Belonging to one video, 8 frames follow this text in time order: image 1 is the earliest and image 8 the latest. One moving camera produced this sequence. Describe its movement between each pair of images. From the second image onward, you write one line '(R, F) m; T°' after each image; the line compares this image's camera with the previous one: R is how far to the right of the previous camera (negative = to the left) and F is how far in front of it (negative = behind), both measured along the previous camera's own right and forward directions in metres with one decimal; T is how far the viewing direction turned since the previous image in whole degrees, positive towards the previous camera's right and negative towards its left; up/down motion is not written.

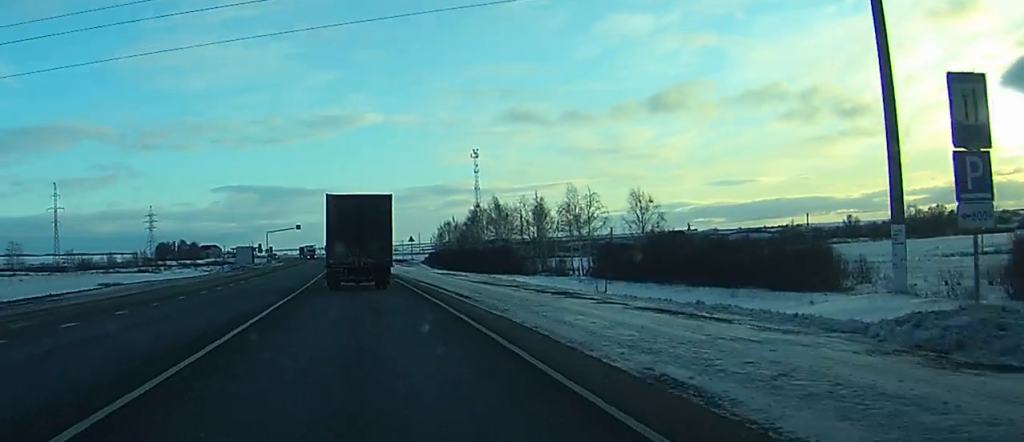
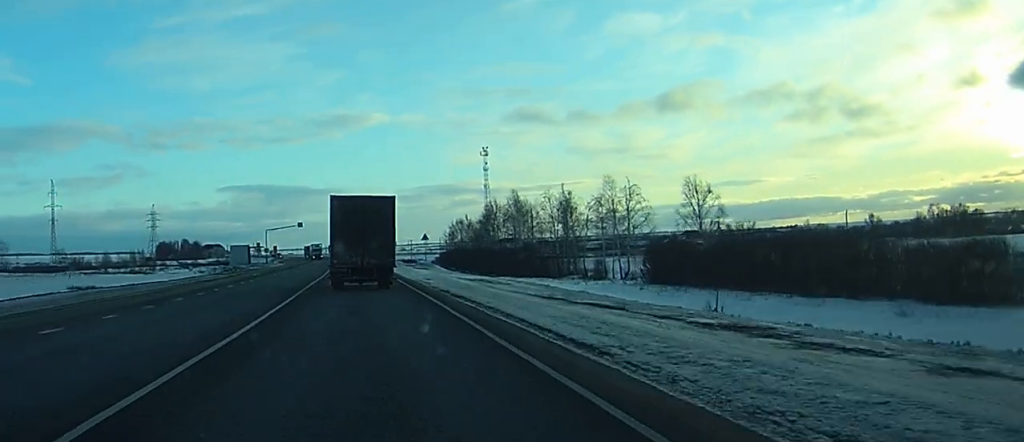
(-0.1, +13.2) m; -1°
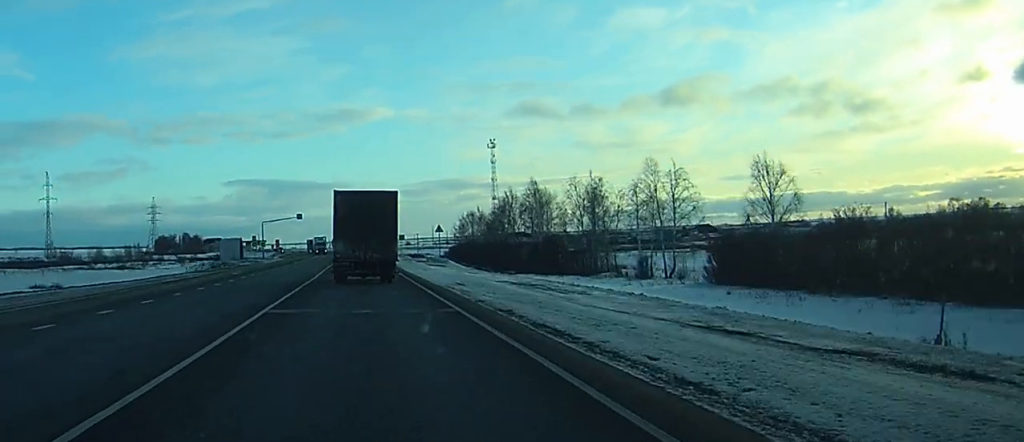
(0.0, +12.4) m; 0°
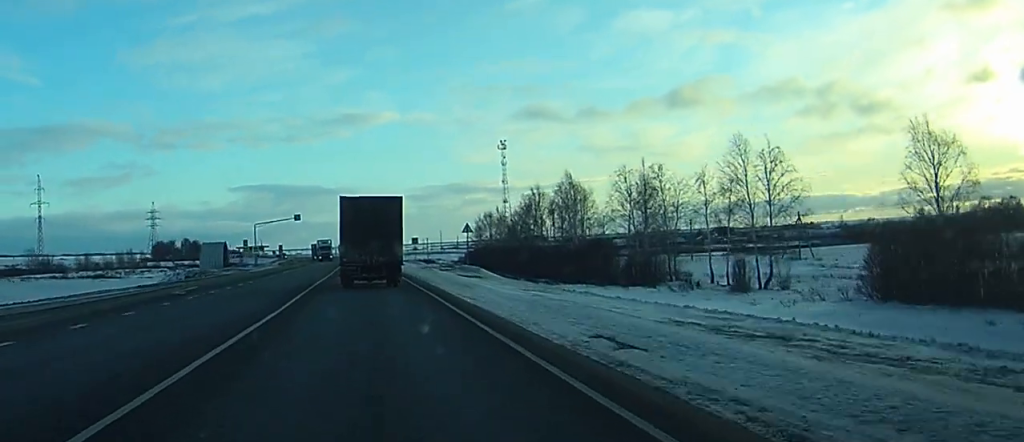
(0.0, +18.3) m; 0°
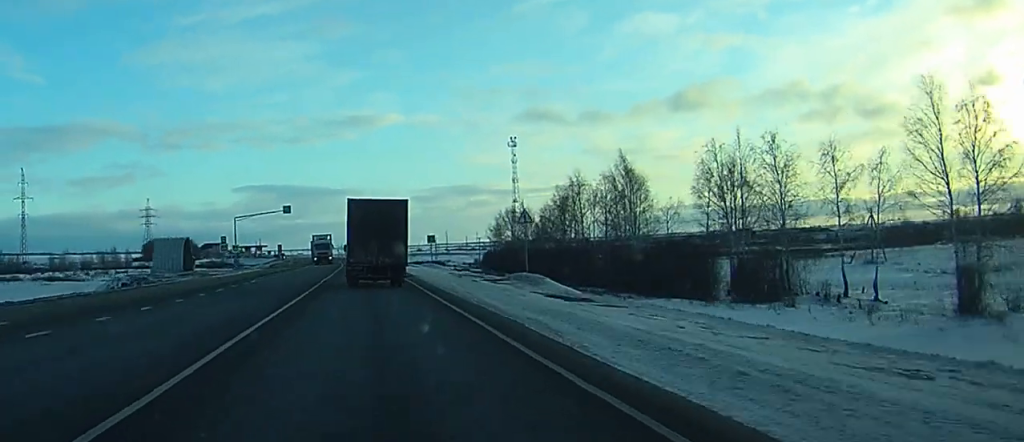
(-0.1, +22.6) m; 0°
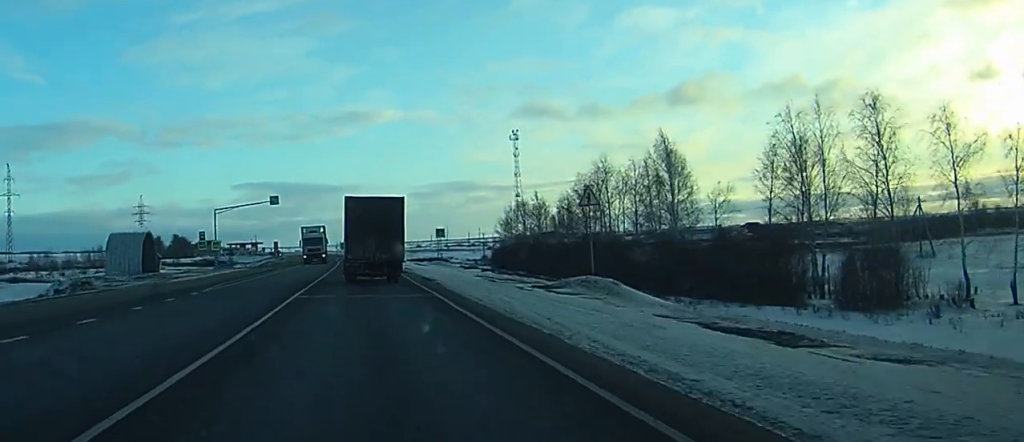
(0.0, +13.1) m; 0°
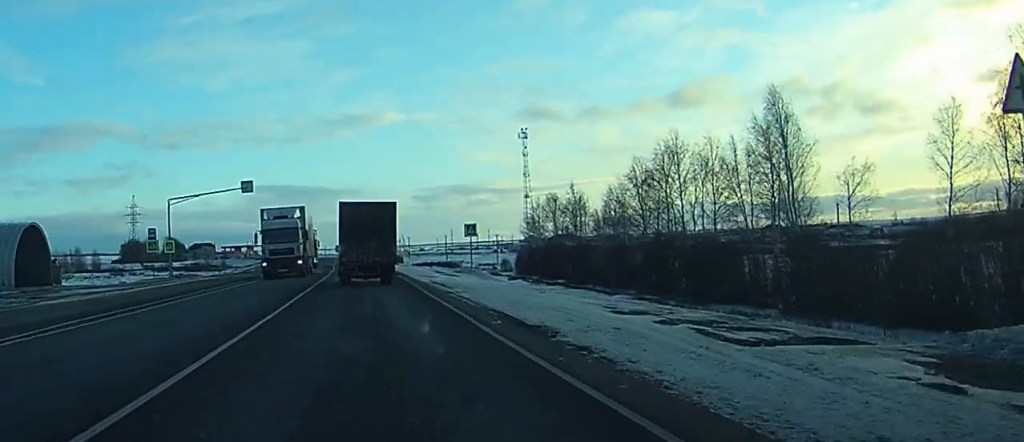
(0.0, +22.4) m; 0°
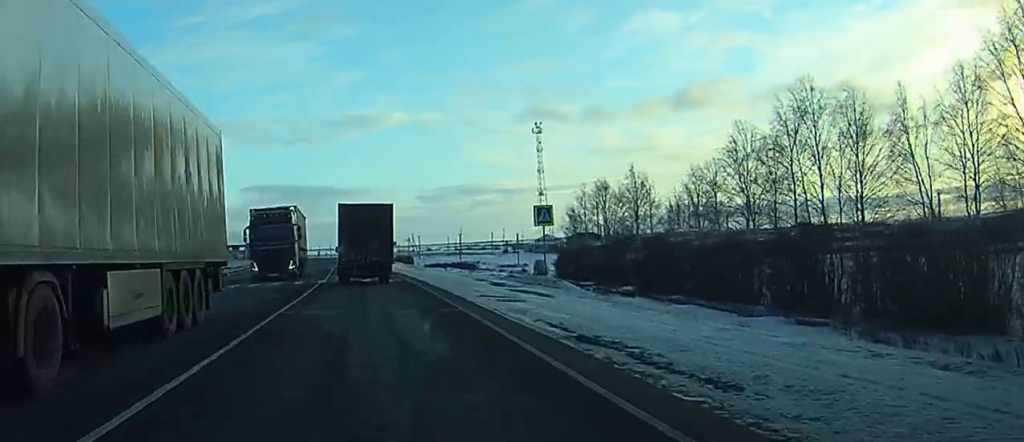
(-0.1, +23.8) m; 0°
